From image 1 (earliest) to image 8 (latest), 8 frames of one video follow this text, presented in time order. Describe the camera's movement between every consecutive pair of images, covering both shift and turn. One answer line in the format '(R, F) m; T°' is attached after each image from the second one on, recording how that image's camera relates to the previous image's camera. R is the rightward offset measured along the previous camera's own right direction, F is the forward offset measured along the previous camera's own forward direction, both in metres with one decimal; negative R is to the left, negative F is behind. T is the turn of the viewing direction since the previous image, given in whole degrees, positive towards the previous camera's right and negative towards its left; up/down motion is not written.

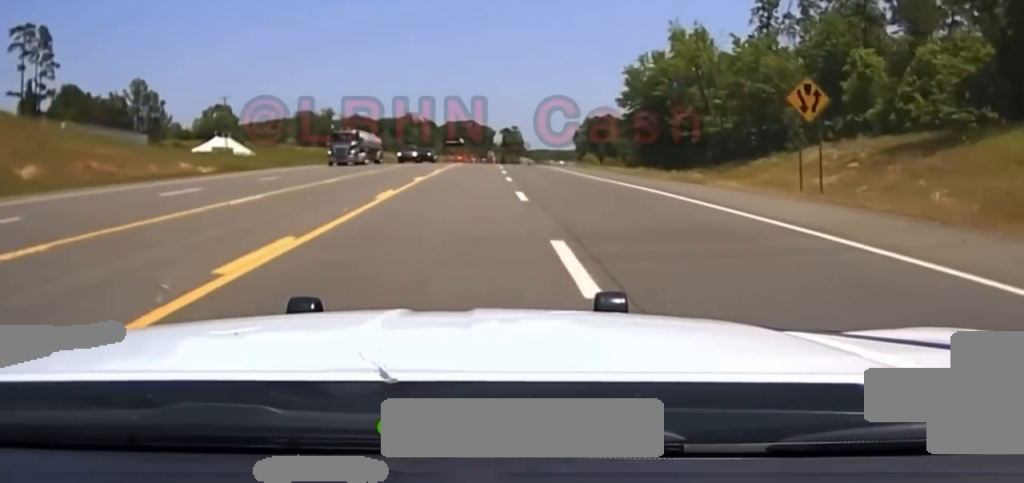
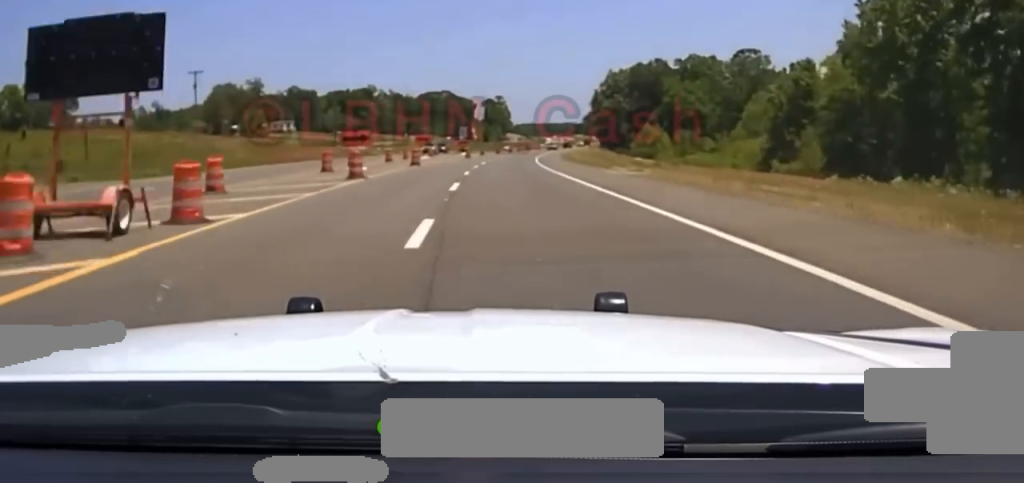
(+0.3, +118.6) m; +1°
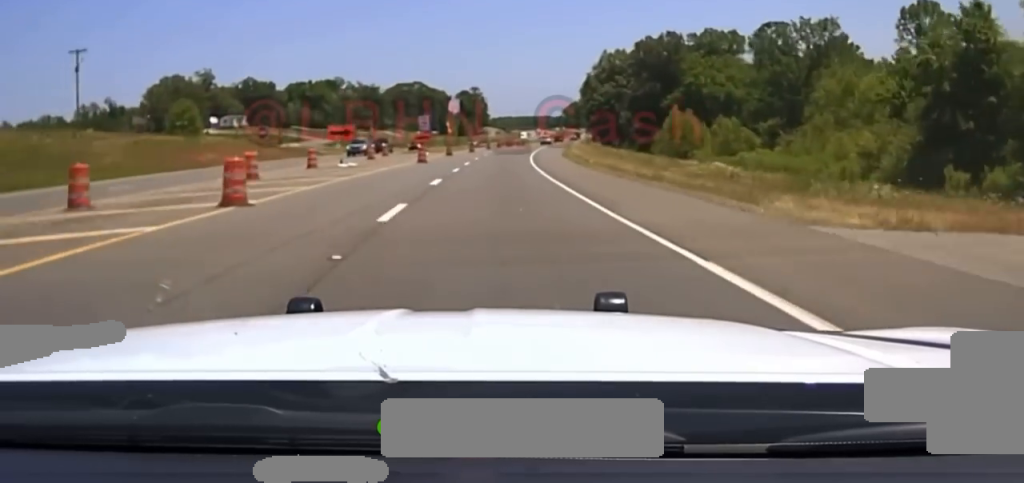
(+0.2, +34.1) m; +1°
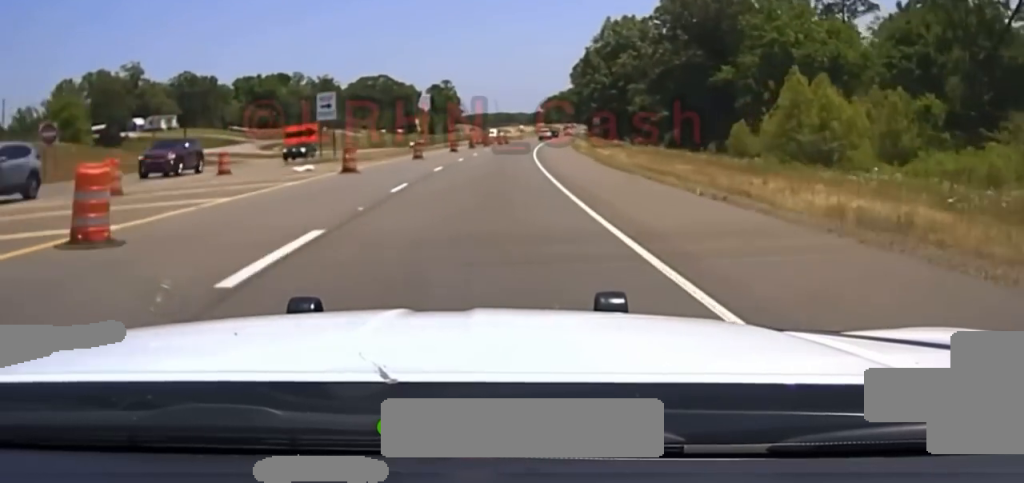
(+0.5, +41.6) m; +2°
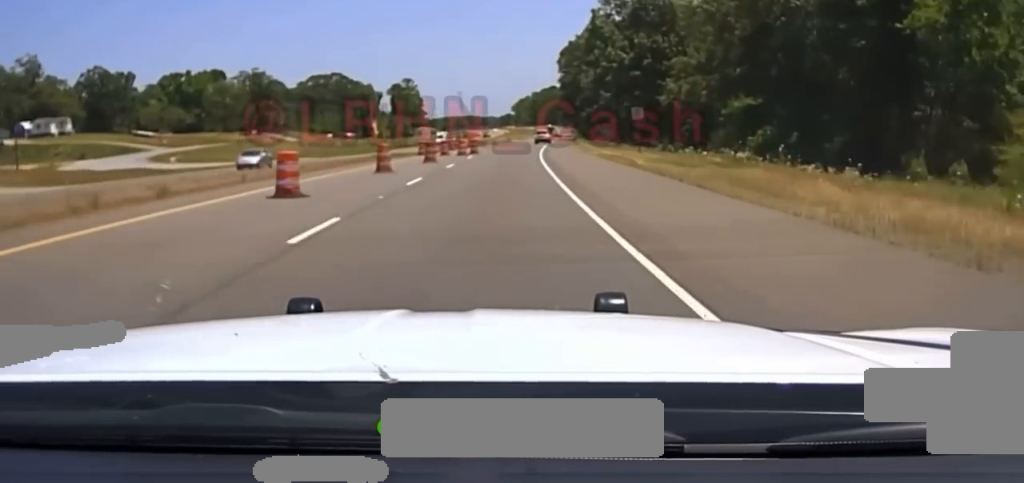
(+0.8, +42.4) m; +2°
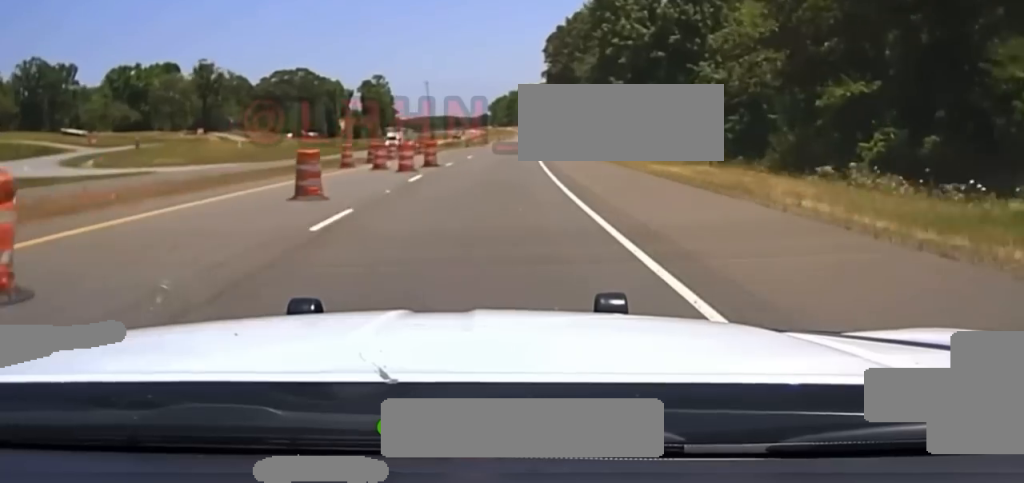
(+0.1, +22.0) m; +1°
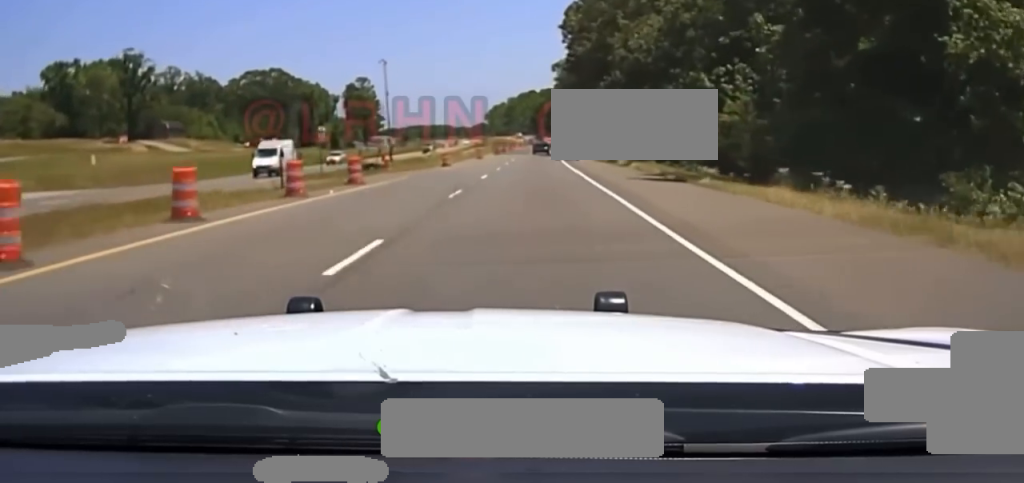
(+0.3, +39.1) m; +2°
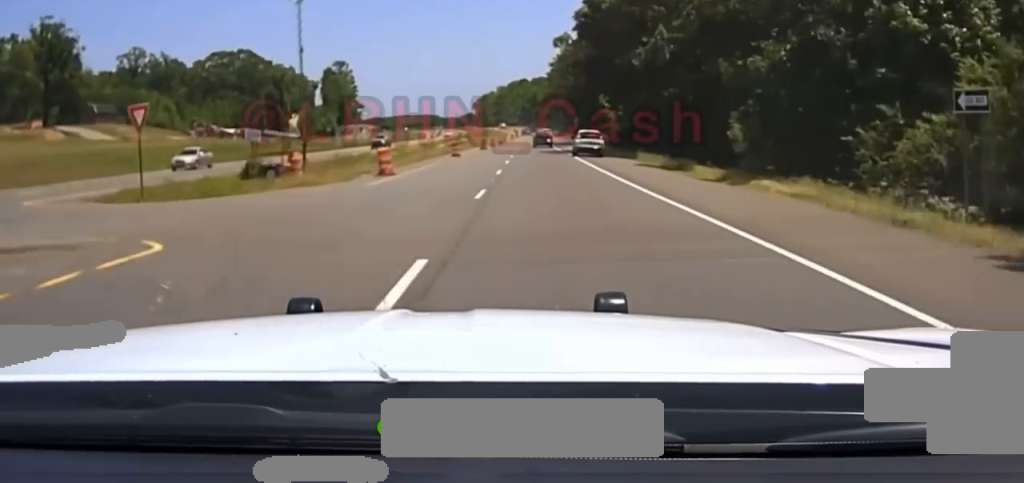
(+0.5, +26.2) m; +1°
